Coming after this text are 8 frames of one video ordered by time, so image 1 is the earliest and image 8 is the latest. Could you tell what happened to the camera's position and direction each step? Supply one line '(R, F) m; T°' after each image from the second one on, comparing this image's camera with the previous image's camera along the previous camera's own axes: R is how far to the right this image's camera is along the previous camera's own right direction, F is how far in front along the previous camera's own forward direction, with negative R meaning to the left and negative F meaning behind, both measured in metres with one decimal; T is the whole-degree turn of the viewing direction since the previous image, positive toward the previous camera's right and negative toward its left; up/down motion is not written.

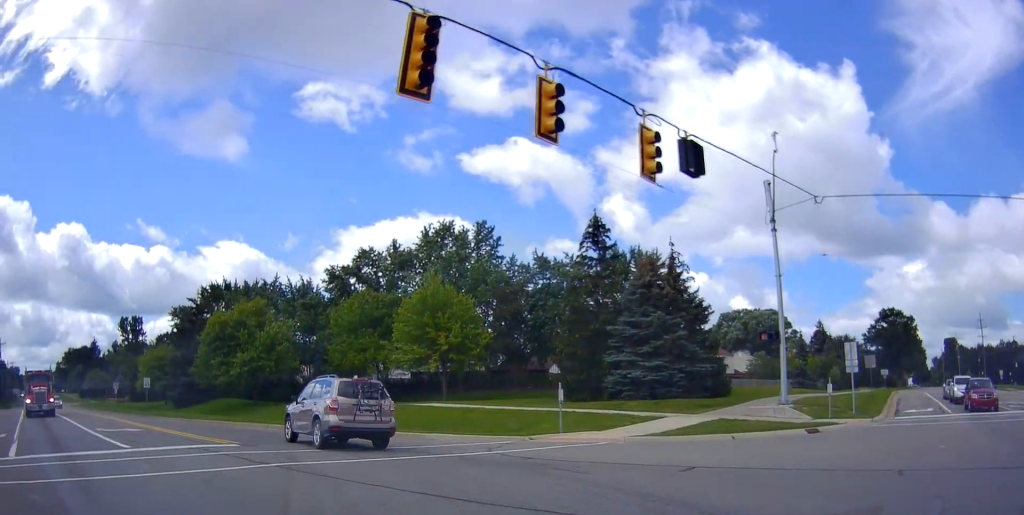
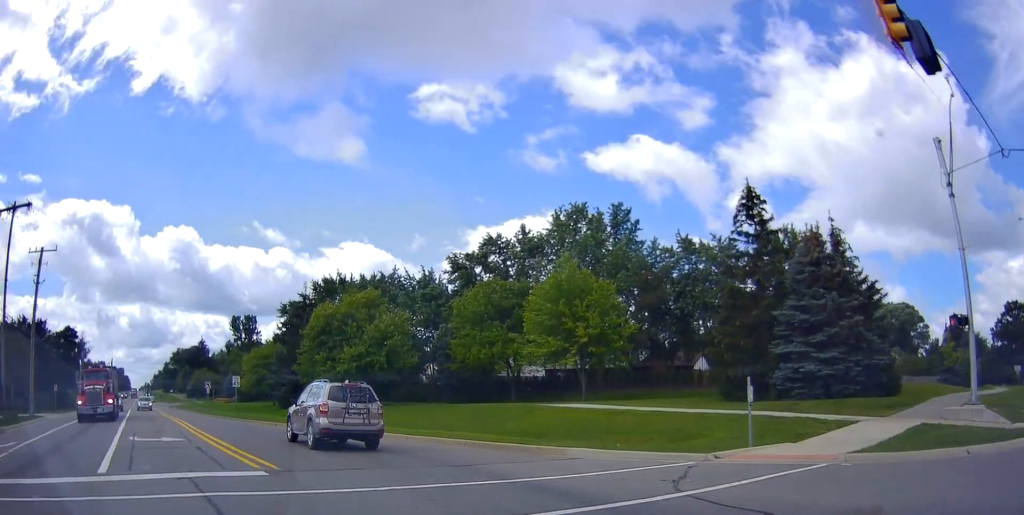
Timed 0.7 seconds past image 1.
(-0.6, +4.7) m; -11°
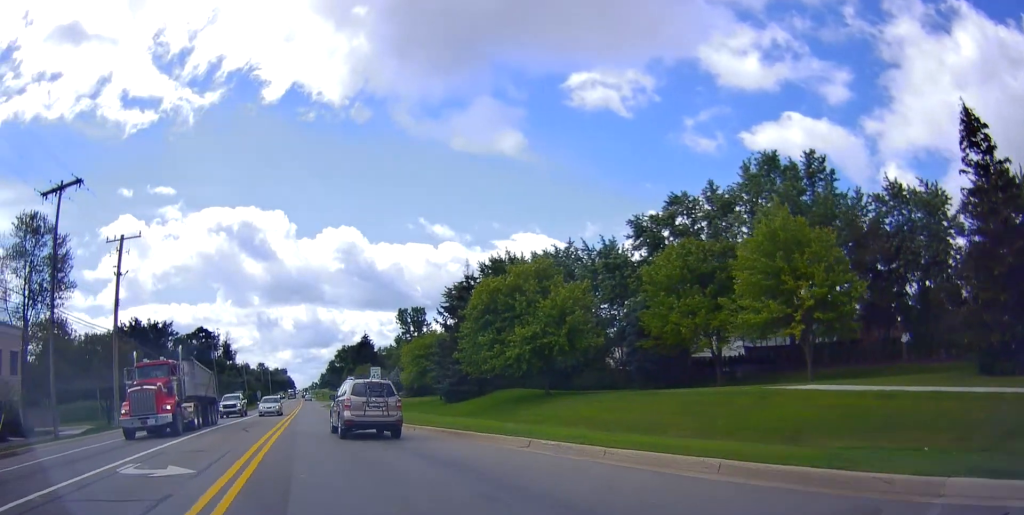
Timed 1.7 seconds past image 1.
(-1.0, +7.3) m; -16°
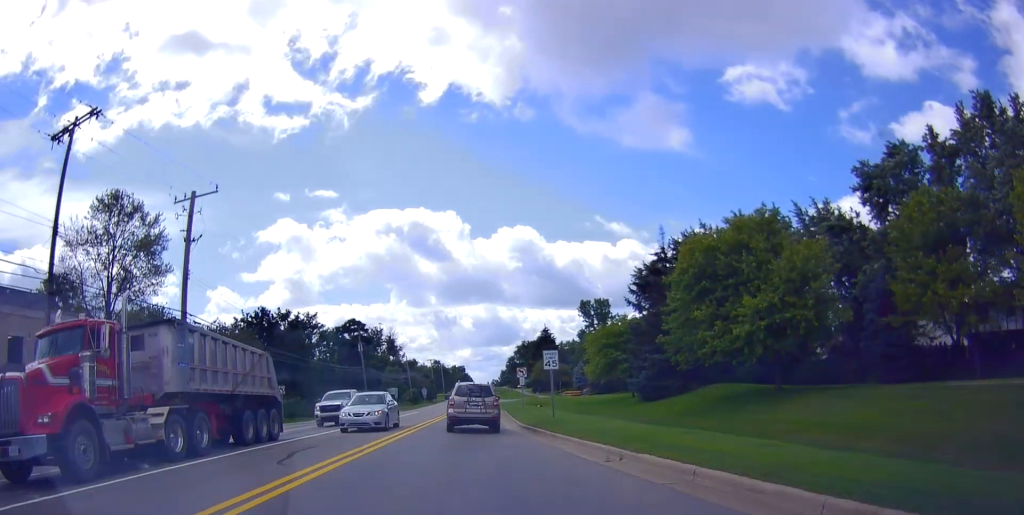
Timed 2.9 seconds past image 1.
(-1.5, +9.3) m; -17°
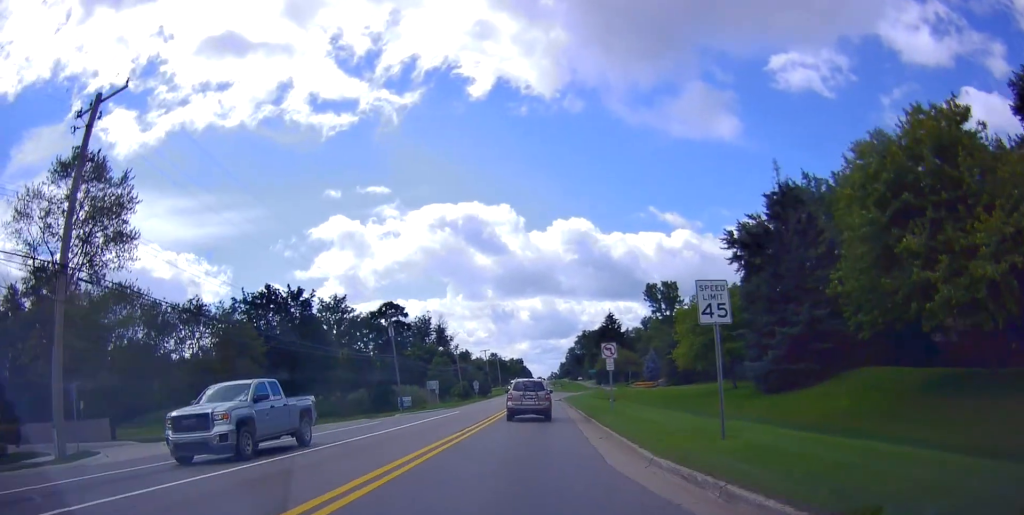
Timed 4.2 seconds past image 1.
(-1.6, +11.0) m; -17°
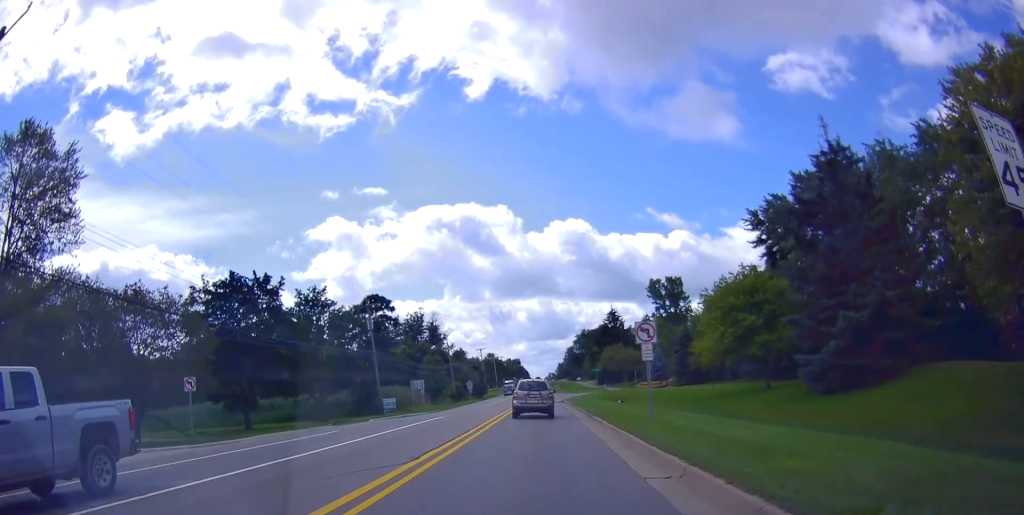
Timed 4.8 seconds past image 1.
(-0.6, +6.0) m; -7°
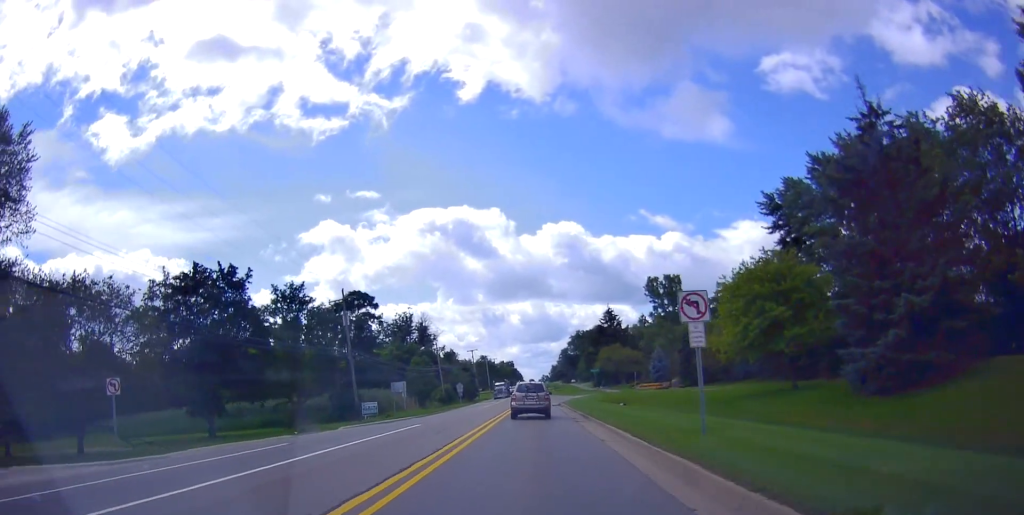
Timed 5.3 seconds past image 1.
(-0.2, +4.4) m; -2°
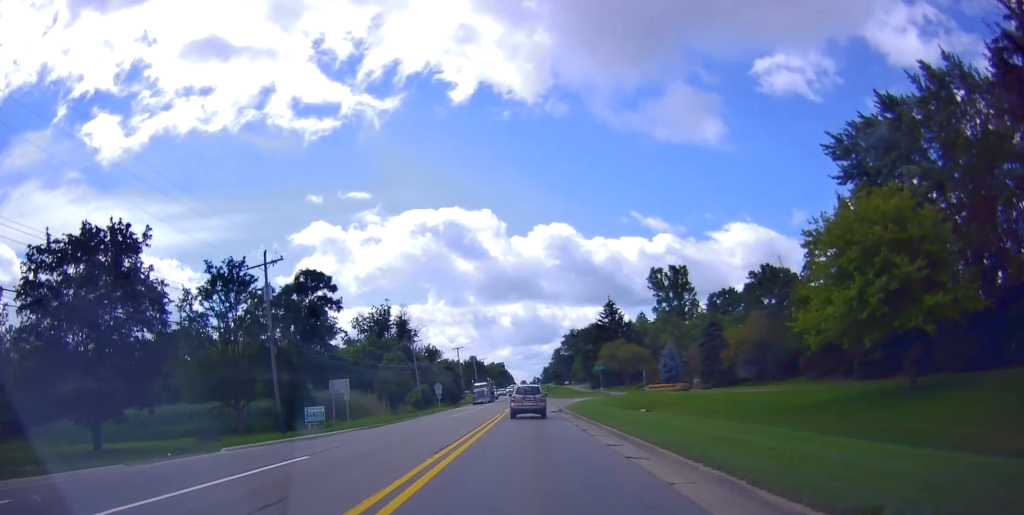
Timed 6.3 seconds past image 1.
(-0.3, +11.2) m; -2°
